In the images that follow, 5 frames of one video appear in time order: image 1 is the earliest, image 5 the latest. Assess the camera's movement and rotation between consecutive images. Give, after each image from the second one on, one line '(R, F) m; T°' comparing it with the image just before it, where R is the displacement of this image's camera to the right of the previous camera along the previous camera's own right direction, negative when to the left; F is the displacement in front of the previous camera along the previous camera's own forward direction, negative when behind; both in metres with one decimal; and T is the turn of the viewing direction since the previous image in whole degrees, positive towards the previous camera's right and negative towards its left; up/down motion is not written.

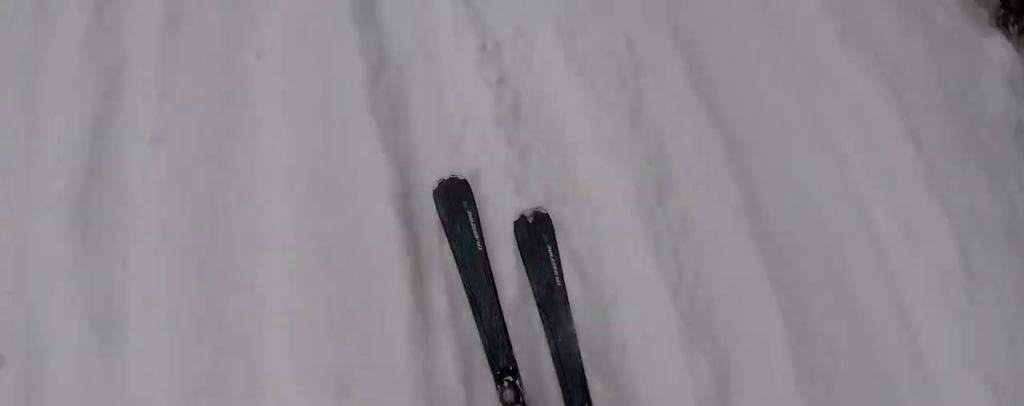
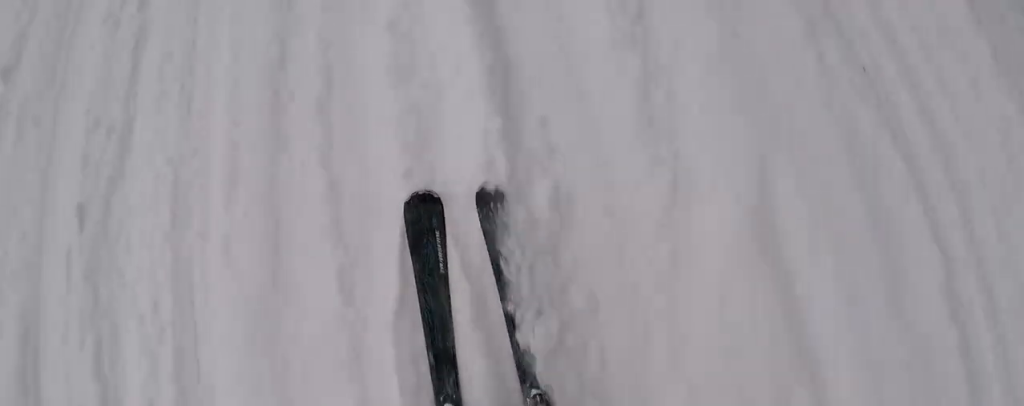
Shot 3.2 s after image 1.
(-4.3, +30.3) m; -6°
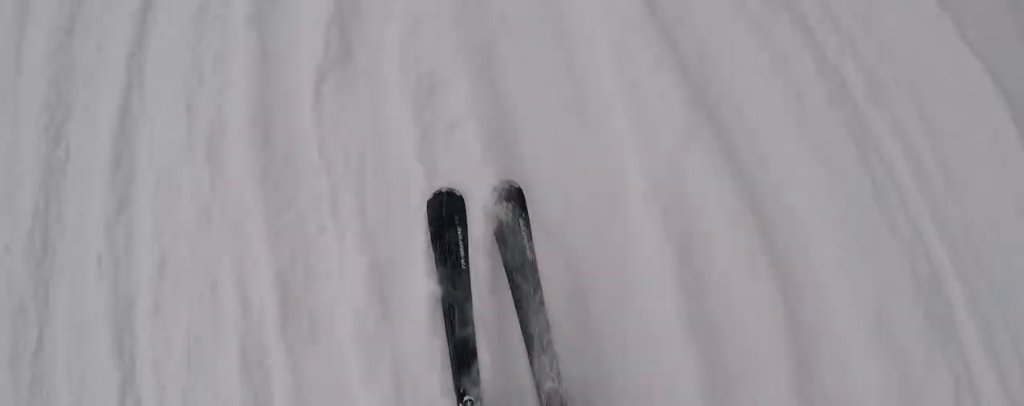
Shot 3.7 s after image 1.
(-0.1, +4.4) m; +5°
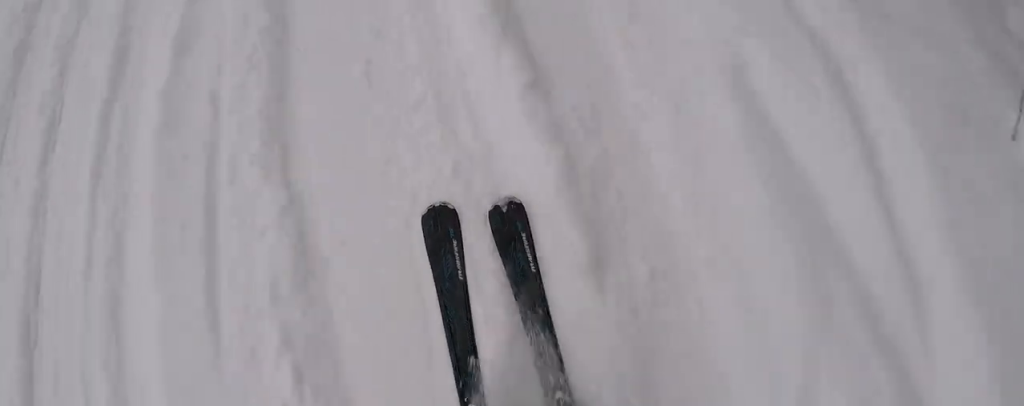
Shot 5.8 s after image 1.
(+3.0, +18.1) m; +14°
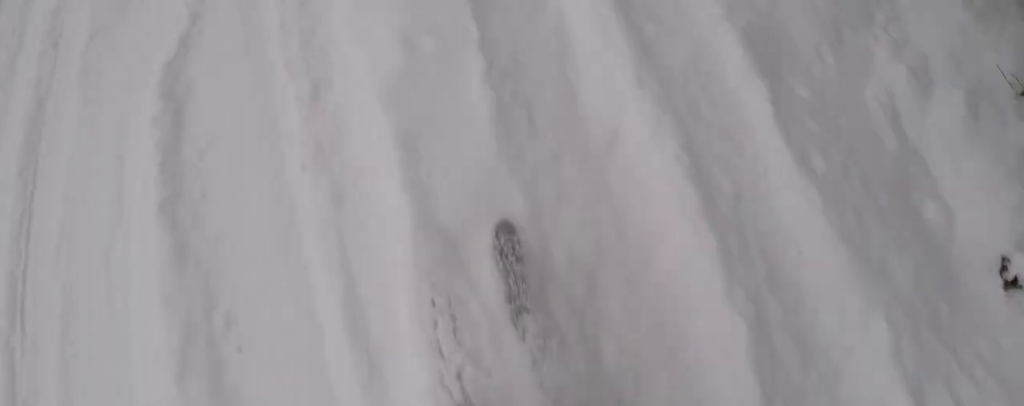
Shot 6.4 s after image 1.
(+0.1, +4.7) m; +1°
